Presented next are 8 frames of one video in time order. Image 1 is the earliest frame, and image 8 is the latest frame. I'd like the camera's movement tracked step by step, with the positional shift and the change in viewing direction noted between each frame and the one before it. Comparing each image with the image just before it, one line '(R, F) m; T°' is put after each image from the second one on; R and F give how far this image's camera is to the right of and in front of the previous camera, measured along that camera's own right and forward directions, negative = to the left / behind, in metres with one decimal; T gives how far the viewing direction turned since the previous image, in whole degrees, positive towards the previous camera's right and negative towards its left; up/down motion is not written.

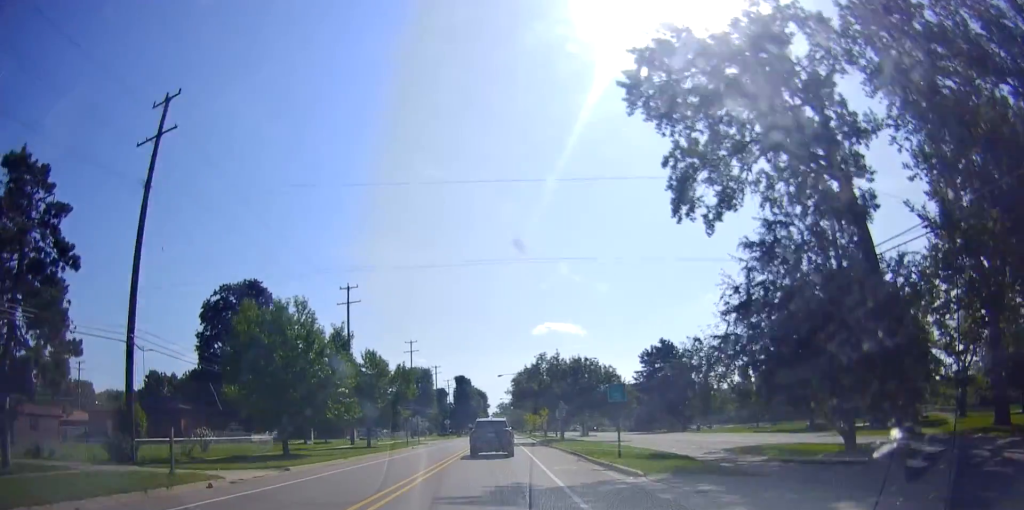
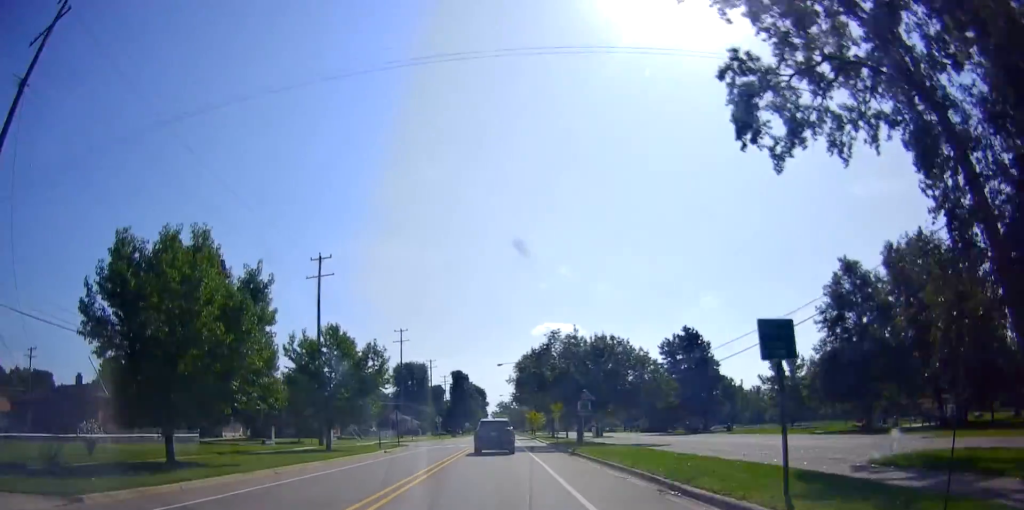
(+0.2, +12.4) m; 0°
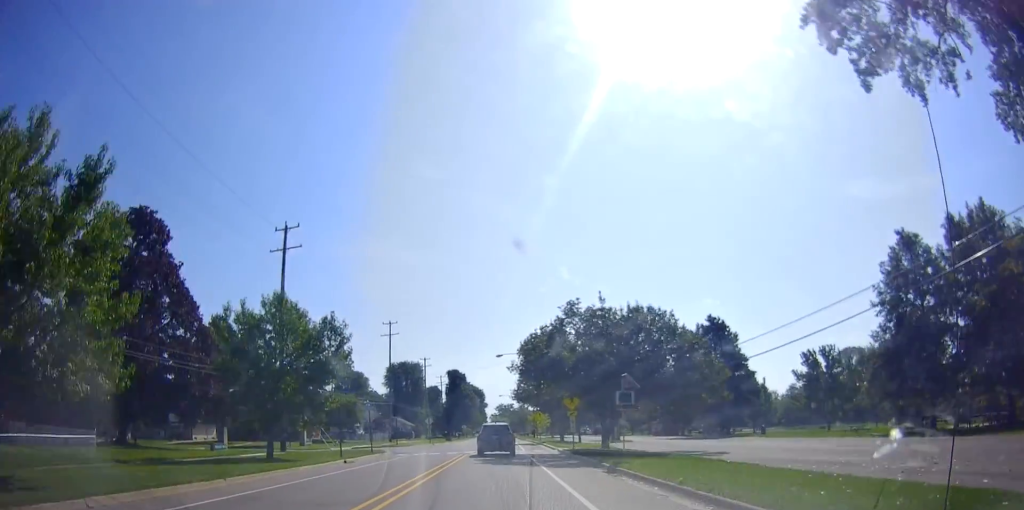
(-0.2, +10.4) m; 0°
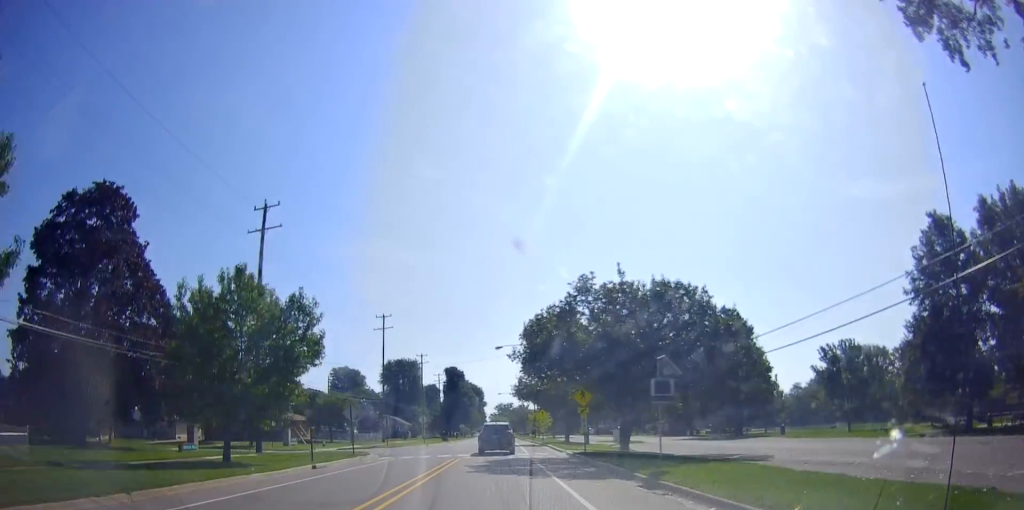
(+0.2, +4.9) m; 0°
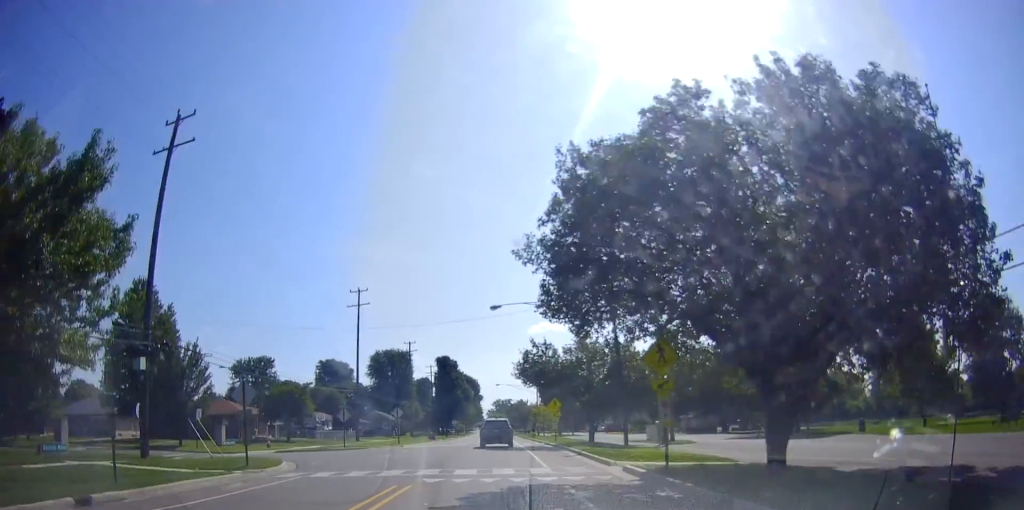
(-0.3, +15.1) m; 0°
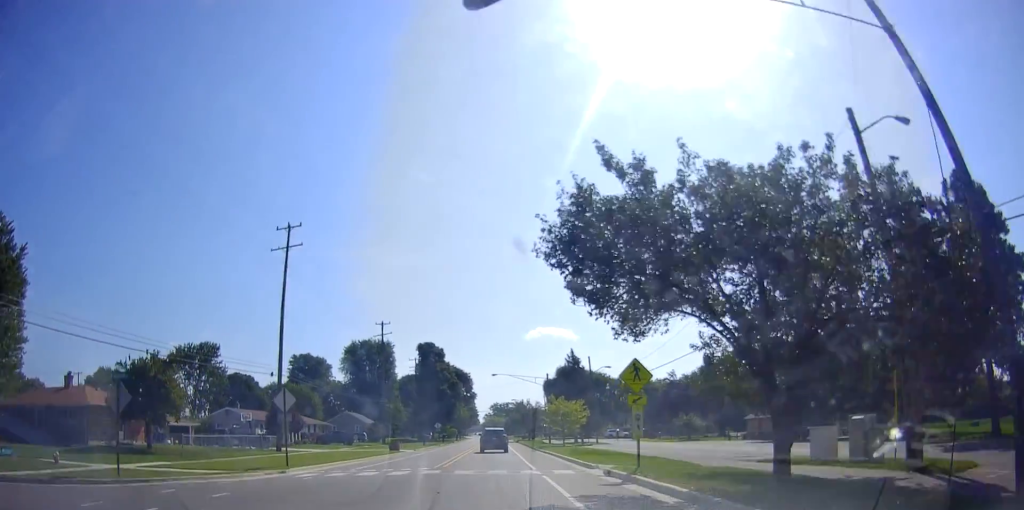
(-0.1, +26.0) m; 0°
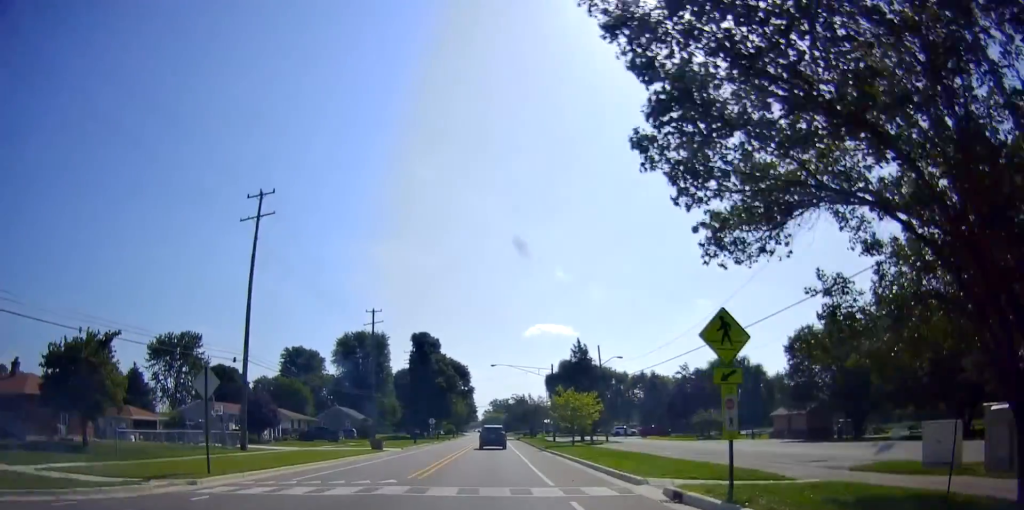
(+0.3, +6.9) m; 0°
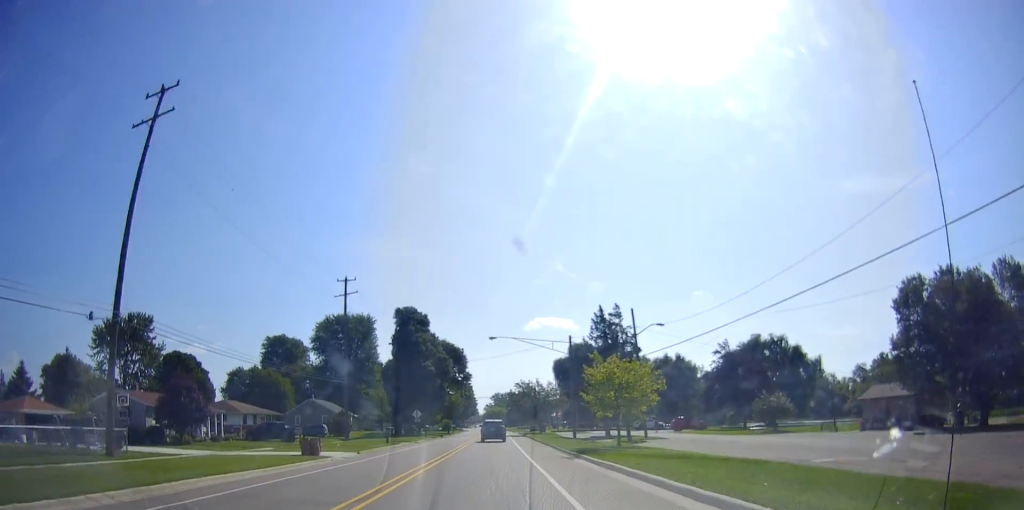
(-0.3, +16.1) m; -2°
